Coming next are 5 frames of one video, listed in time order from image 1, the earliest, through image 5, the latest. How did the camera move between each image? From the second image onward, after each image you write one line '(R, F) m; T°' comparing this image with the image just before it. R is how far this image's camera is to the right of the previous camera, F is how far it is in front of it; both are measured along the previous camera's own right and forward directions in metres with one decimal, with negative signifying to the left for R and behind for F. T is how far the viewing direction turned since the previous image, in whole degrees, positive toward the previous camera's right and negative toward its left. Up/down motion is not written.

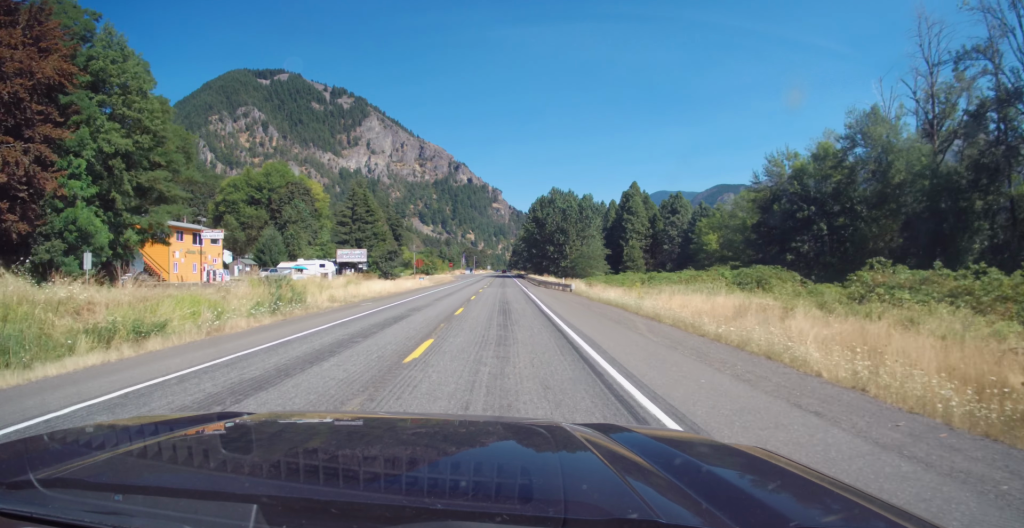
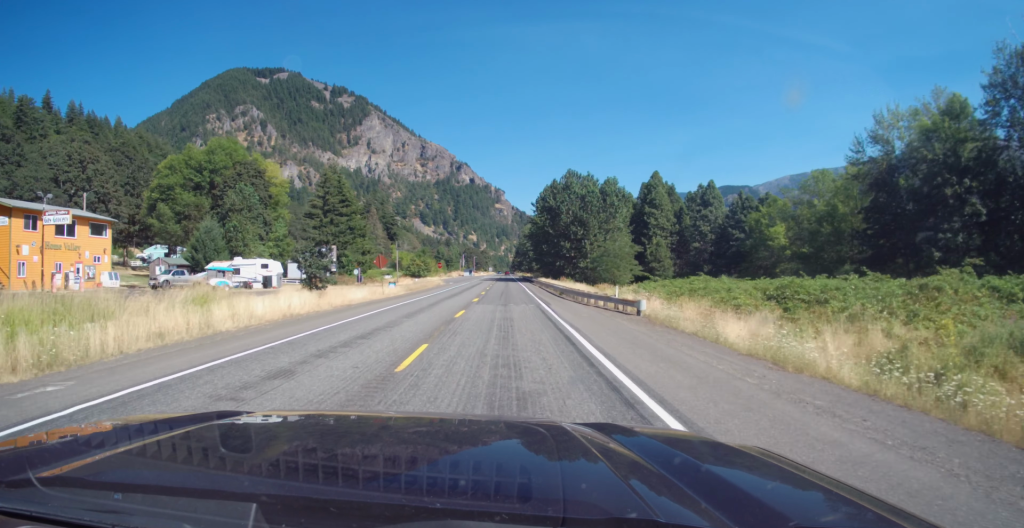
(-0.2, +24.8) m; -1°
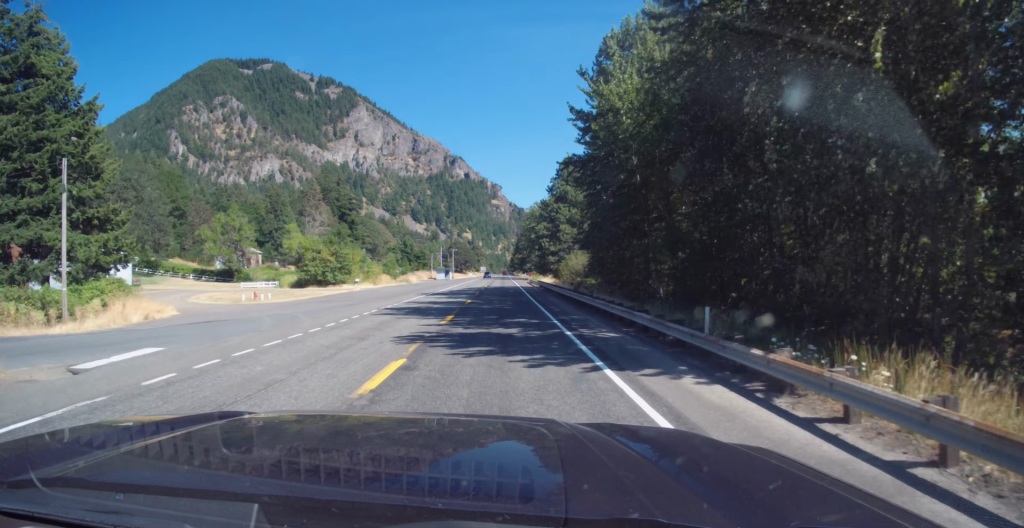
(+0.1, +87.1) m; 0°
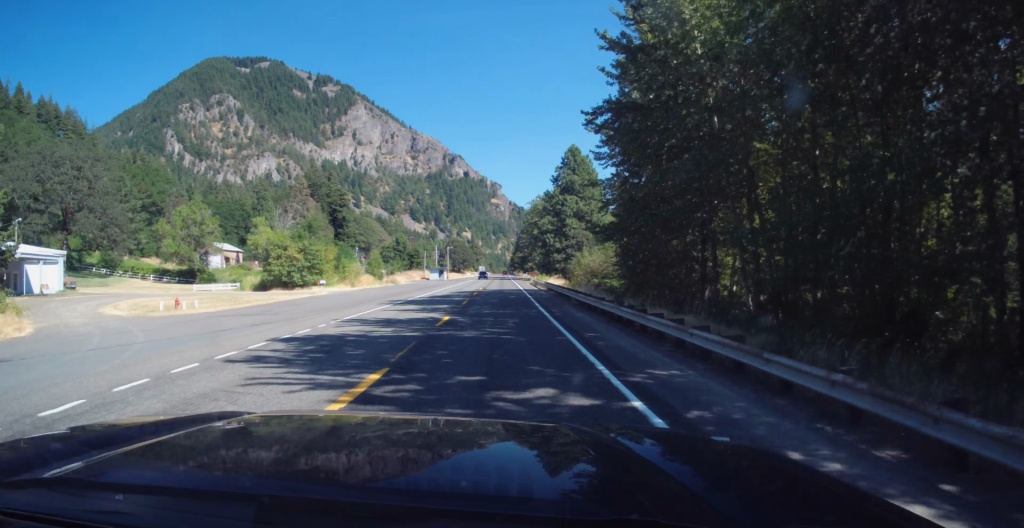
(0.0, +13.9) m; 0°
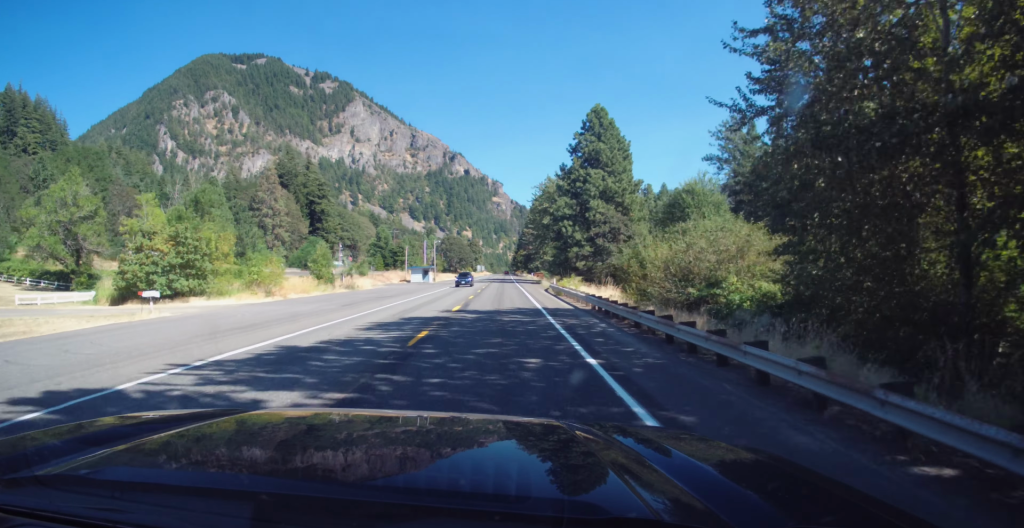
(0.0, +29.3) m; +1°
